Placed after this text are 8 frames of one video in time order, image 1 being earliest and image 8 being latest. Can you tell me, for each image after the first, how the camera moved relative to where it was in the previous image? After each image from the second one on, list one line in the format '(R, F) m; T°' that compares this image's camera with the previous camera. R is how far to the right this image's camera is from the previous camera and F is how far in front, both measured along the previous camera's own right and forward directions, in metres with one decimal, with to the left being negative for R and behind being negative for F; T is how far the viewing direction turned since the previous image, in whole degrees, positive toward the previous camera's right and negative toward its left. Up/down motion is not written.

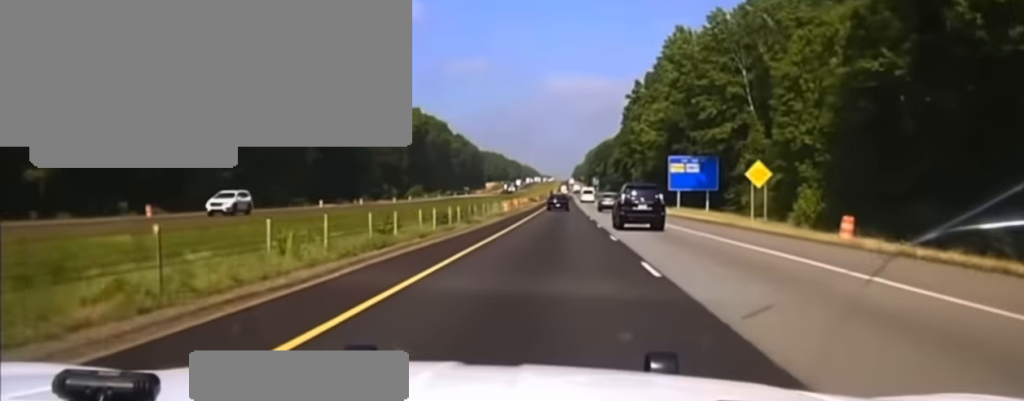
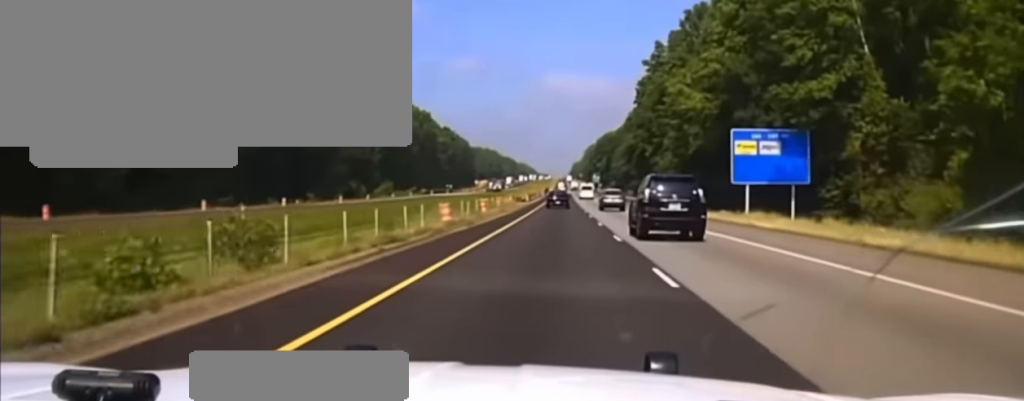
(0.0, +38.2) m; +1°
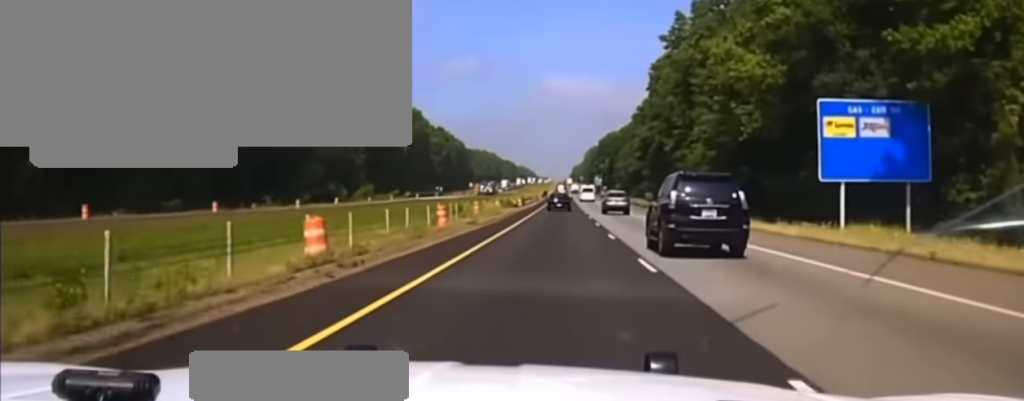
(0.0, +21.1) m; 0°
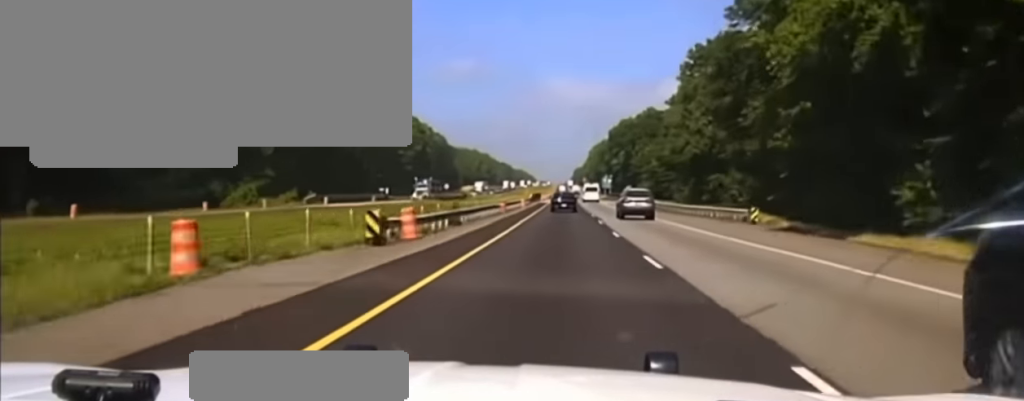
(-0.1, +72.5) m; -1°
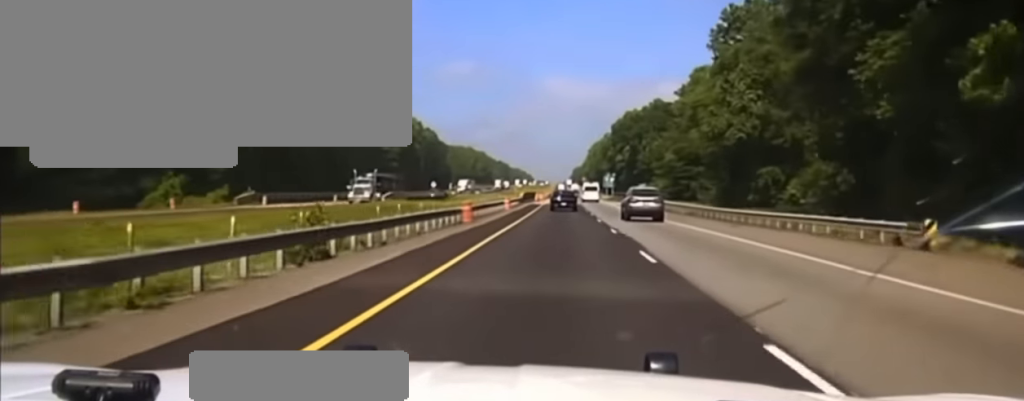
(0.0, +23.4) m; 0°
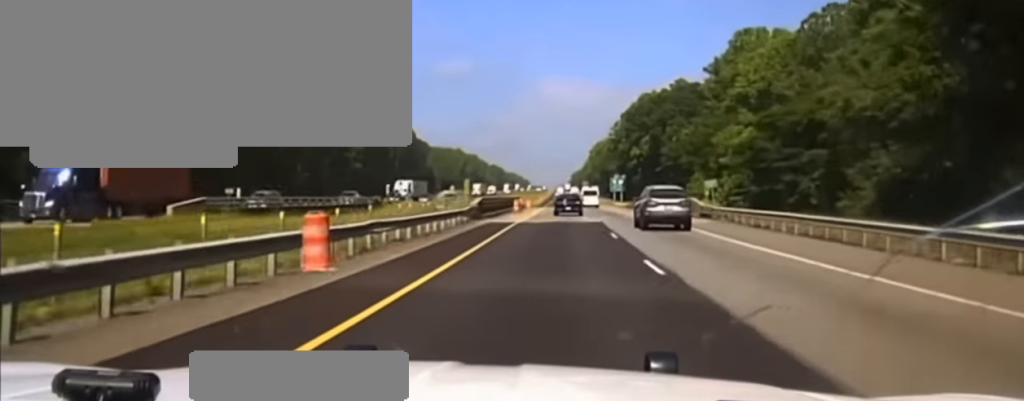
(0.0, +50.6) m; +1°
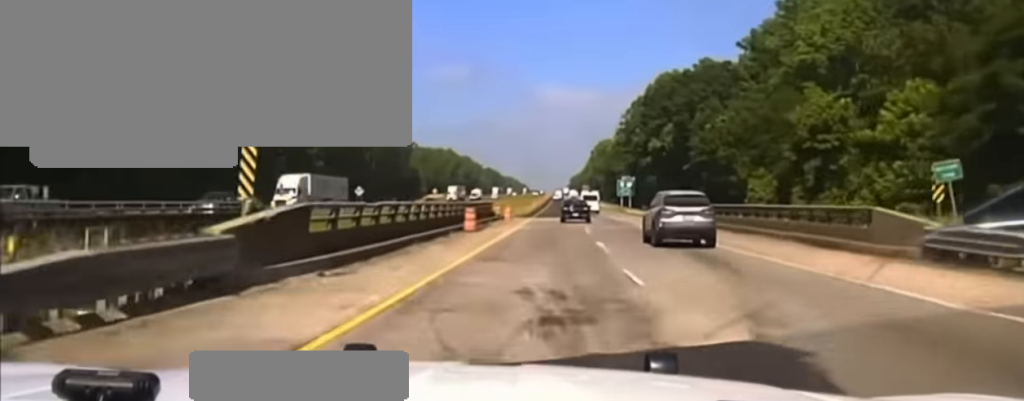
(+0.3, +35.2) m; 0°
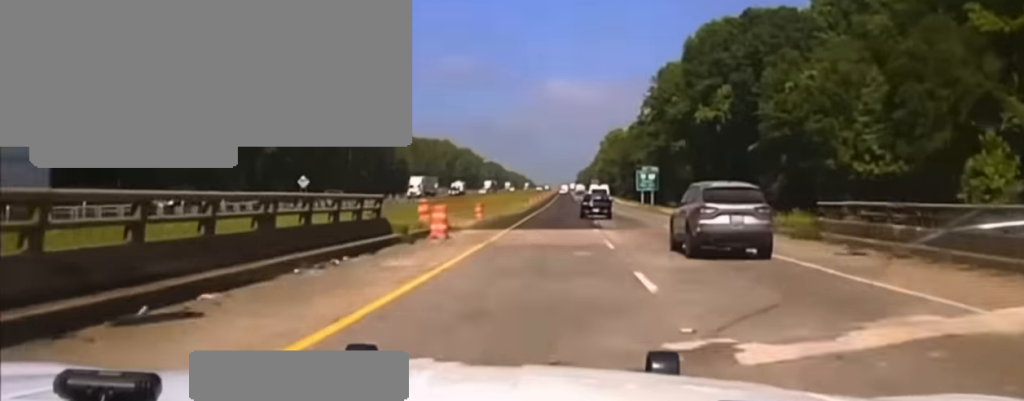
(-0.1, +37.8) m; 0°
